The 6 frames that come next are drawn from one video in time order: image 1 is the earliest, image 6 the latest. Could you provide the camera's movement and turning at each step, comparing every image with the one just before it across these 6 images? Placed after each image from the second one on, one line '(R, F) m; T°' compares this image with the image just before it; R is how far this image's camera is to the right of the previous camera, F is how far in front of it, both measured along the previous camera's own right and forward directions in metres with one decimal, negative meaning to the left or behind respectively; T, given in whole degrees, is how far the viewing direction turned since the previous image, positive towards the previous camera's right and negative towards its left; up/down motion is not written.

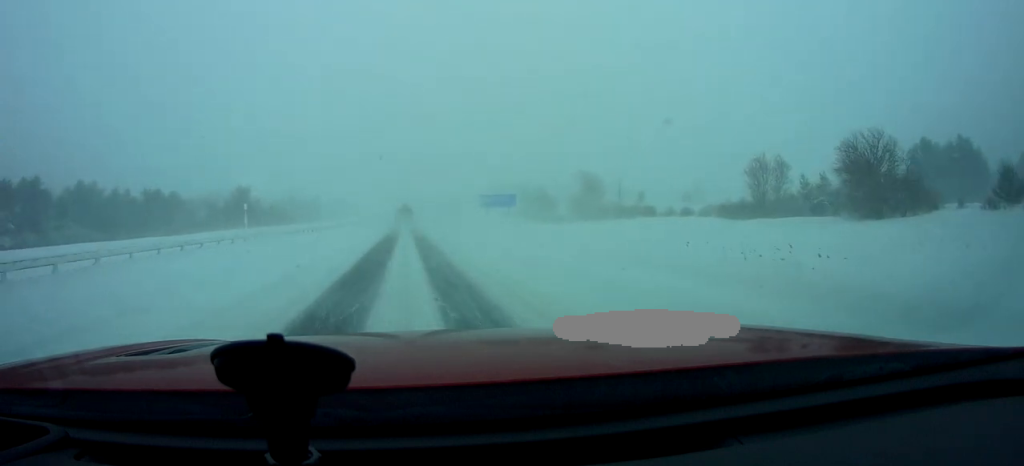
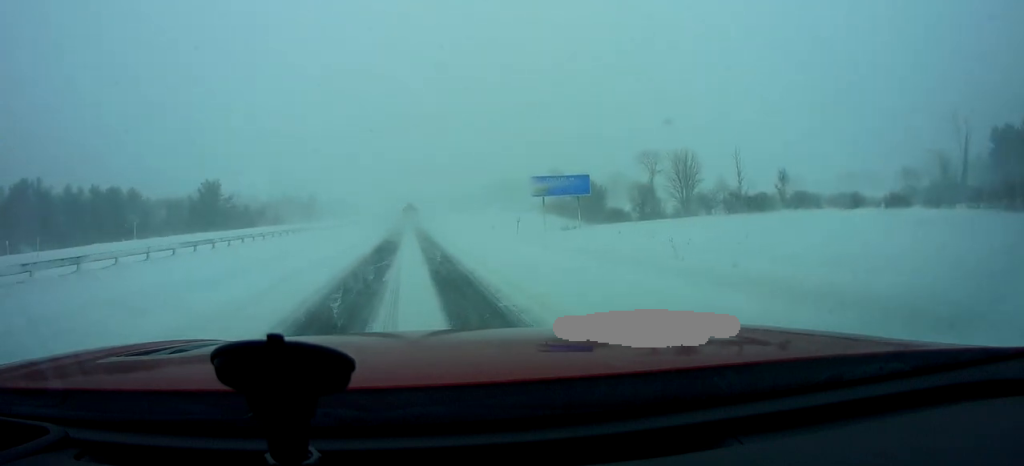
(-1.2, +32.0) m; -3°
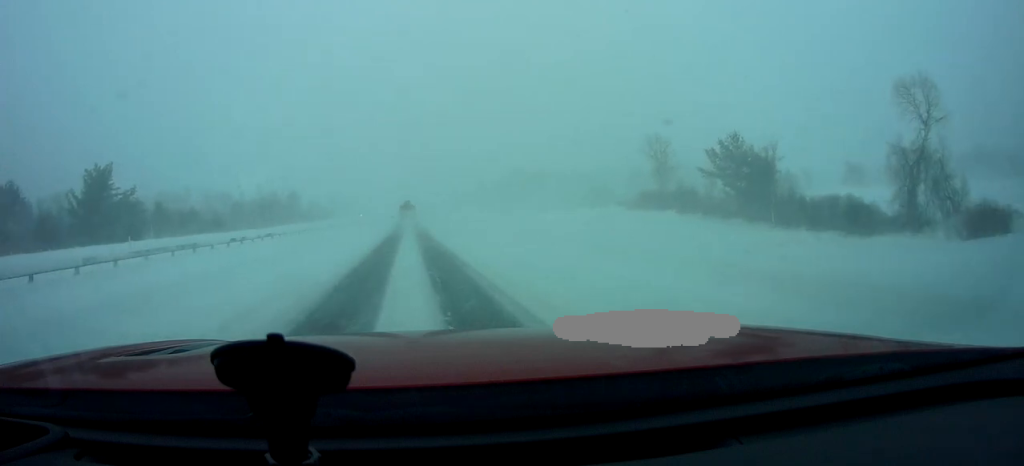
(+0.4, +54.5) m; +1°
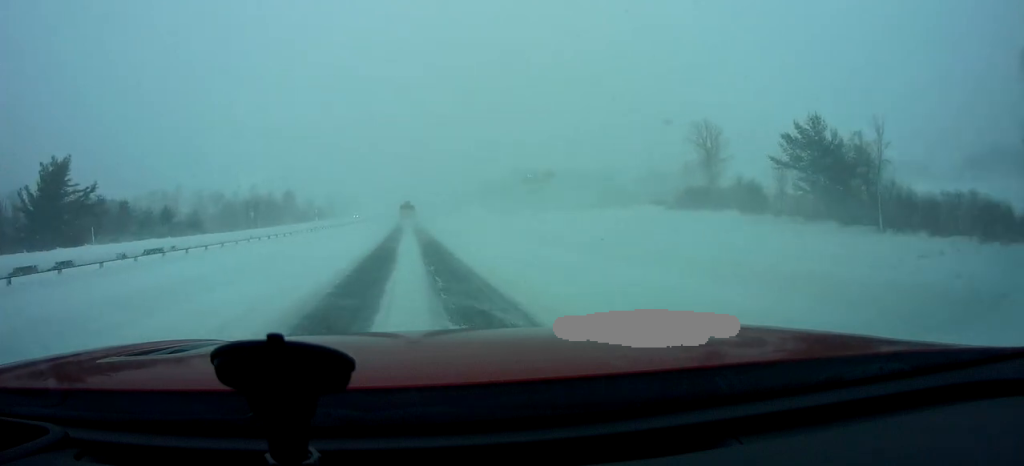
(0.0, +13.5) m; 0°
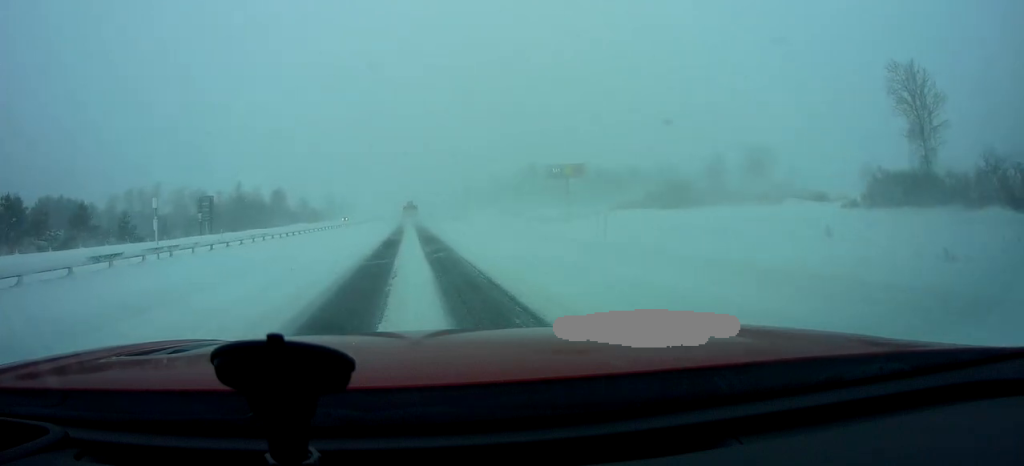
(0.0, +30.6) m; 0°
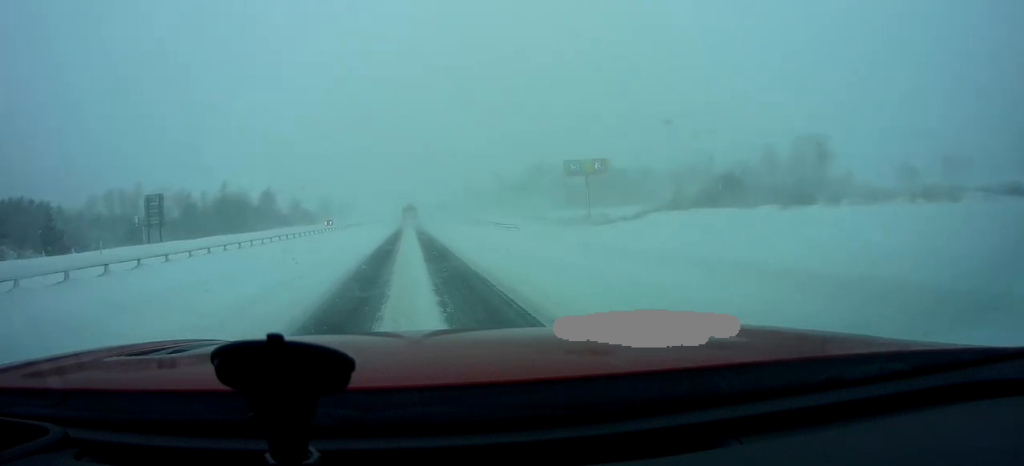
(0.0, +20.2) m; 0°
